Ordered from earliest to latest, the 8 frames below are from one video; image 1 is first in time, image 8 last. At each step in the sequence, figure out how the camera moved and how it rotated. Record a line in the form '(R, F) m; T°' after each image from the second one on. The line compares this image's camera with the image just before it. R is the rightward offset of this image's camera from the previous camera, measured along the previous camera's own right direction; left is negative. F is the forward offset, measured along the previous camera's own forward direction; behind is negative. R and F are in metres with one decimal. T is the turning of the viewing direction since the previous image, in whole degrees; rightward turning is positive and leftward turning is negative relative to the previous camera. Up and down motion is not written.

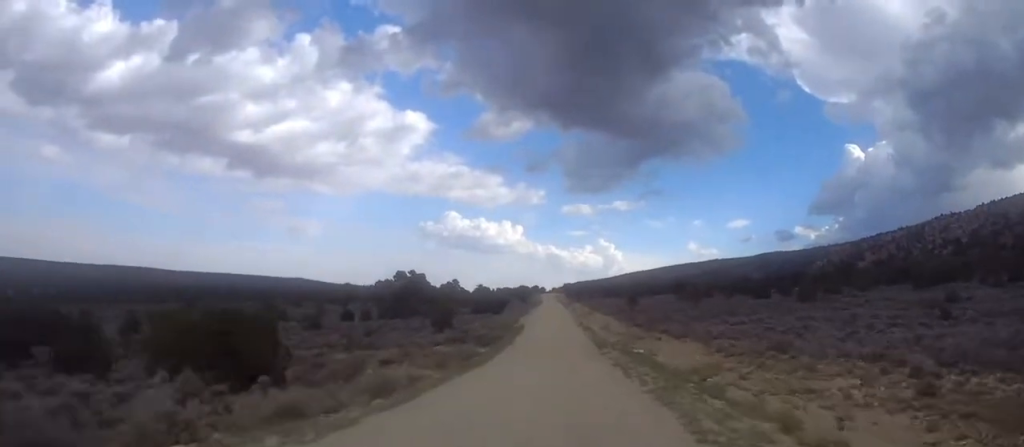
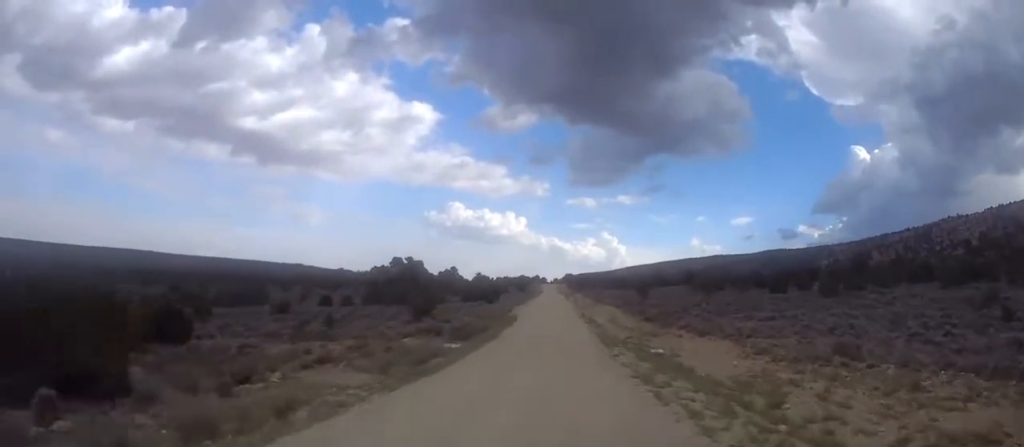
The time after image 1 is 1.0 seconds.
(-0.2, +9.4) m; -1°
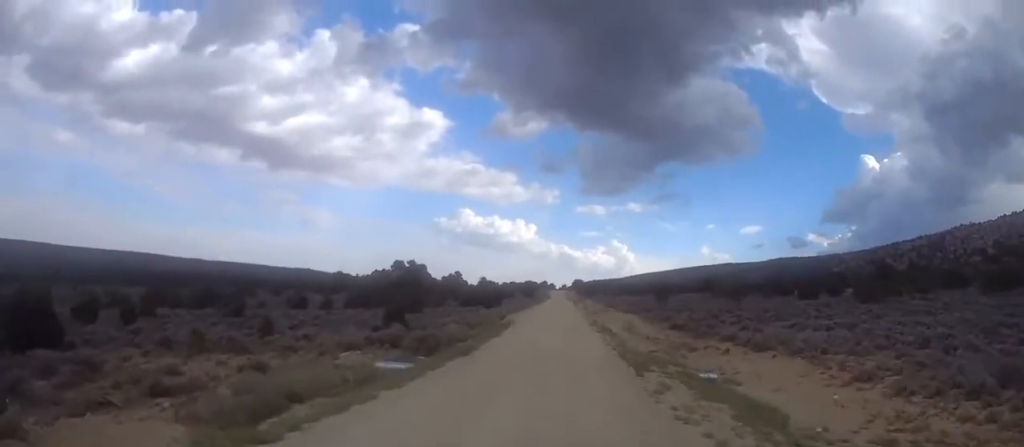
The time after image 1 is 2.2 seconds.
(-0.3, +11.4) m; -1°
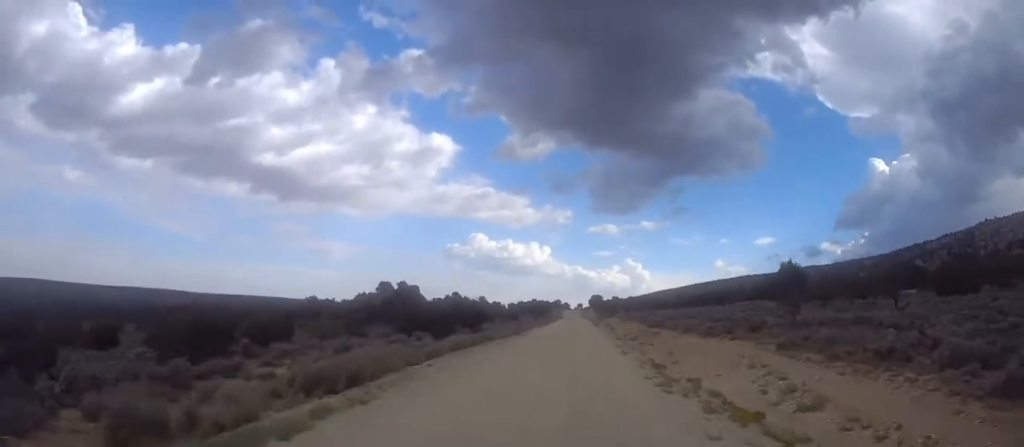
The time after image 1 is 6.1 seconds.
(-0.2, +38.3) m; +1°
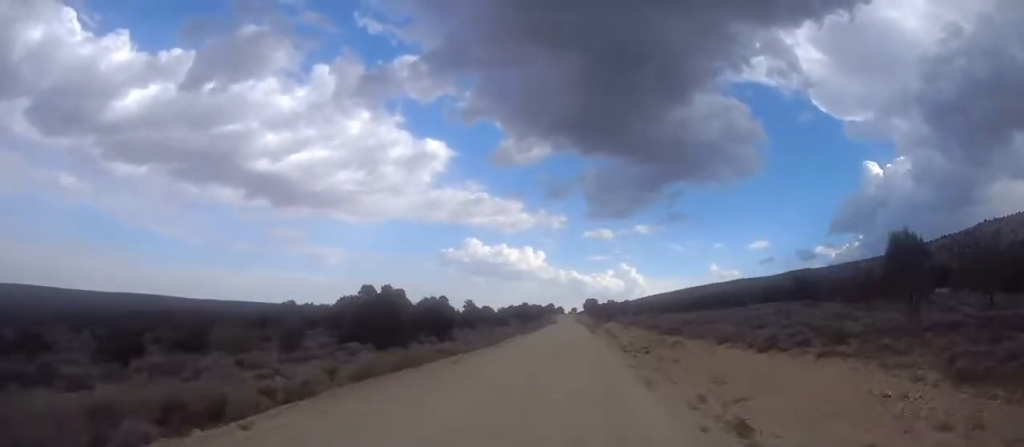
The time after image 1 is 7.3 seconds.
(+0.3, +12.3) m; 0°
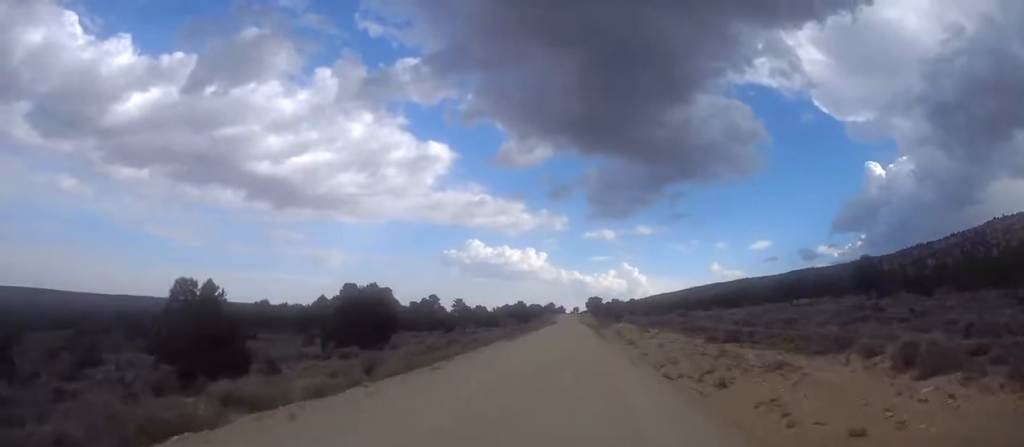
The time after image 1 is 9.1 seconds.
(+0.2, +18.7) m; -1°
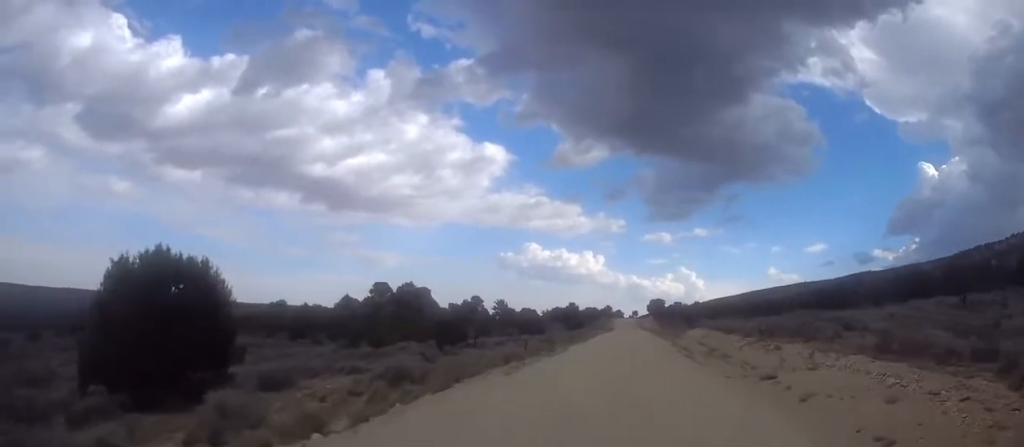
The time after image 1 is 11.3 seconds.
(-0.6, +23.4) m; -2°
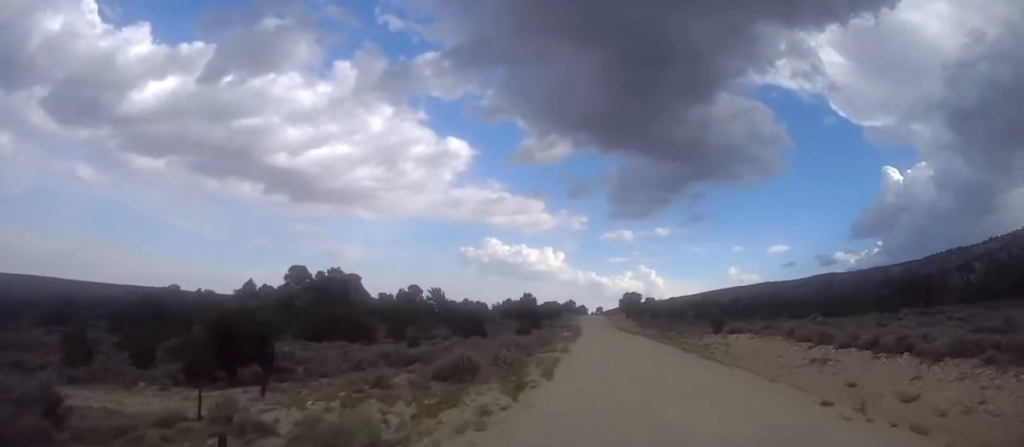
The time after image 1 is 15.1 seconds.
(-0.7, +37.4) m; -1°
